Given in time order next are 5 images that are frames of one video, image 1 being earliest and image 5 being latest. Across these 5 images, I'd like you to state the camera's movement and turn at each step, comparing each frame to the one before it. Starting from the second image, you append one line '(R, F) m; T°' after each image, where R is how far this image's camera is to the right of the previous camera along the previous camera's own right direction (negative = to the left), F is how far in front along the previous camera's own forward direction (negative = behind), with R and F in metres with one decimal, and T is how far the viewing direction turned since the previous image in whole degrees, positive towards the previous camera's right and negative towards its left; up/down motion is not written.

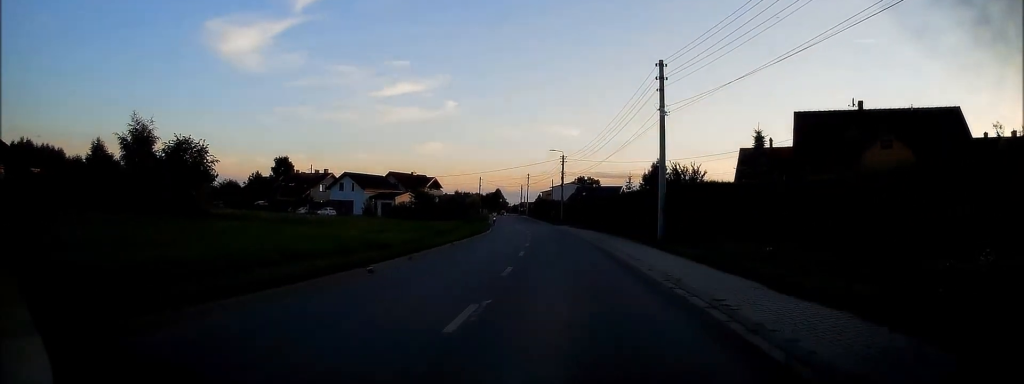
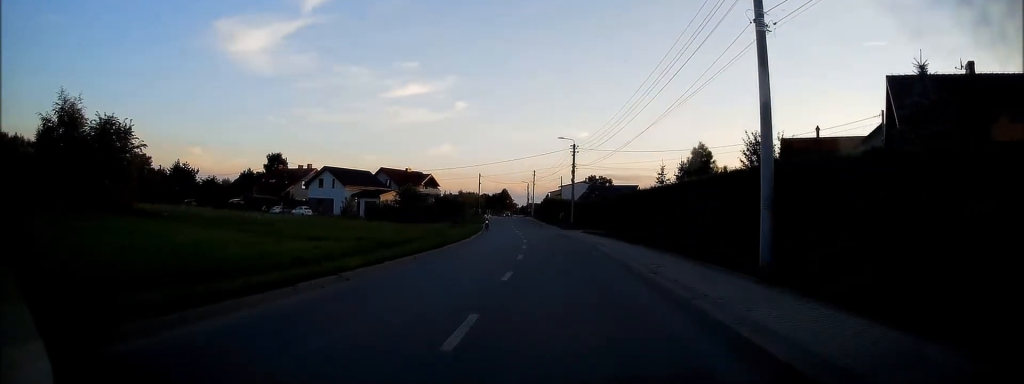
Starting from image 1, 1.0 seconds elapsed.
(-0.2, +13.1) m; -2°
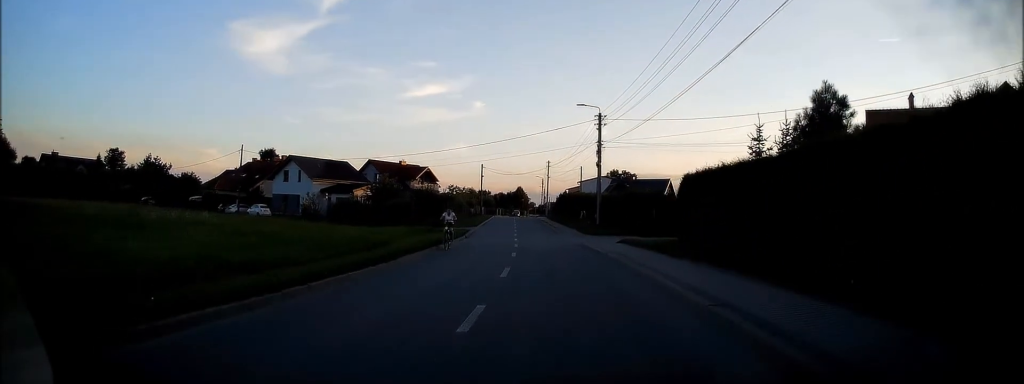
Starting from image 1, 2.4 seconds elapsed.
(-0.4, +17.8) m; -1°
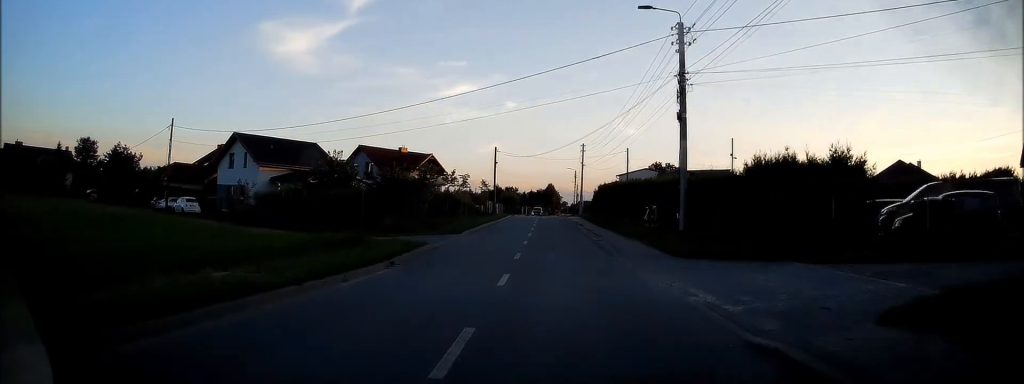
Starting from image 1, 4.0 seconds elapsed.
(-0.1, +20.4) m; -3°
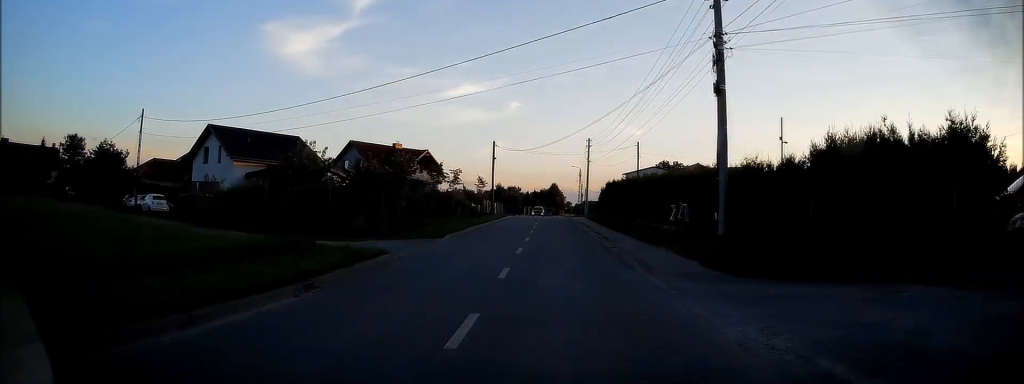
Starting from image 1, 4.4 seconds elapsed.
(0.0, +5.1) m; -1°
